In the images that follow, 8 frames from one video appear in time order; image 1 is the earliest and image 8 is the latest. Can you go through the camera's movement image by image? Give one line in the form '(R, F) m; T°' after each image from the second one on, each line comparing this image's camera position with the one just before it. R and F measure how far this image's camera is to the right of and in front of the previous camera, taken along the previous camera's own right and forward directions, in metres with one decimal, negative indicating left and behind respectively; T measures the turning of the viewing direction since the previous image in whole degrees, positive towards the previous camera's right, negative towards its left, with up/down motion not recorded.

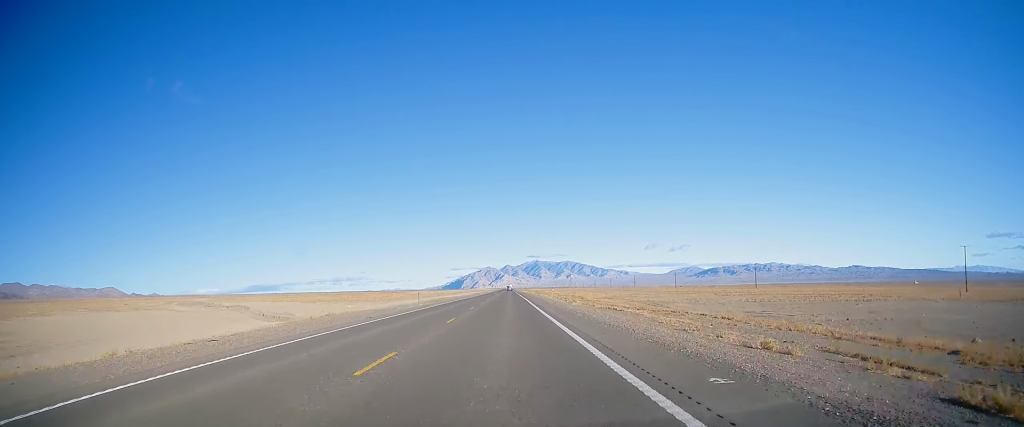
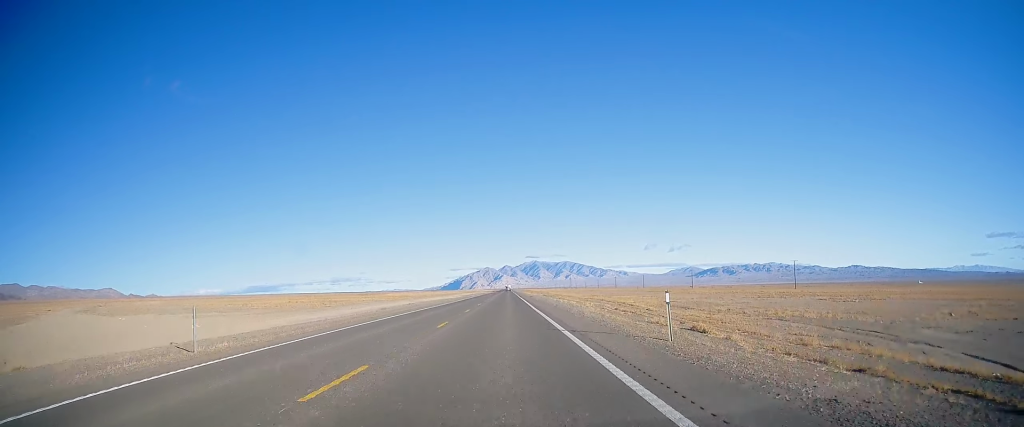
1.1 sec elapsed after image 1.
(+0.1, +38.1) m; 0°
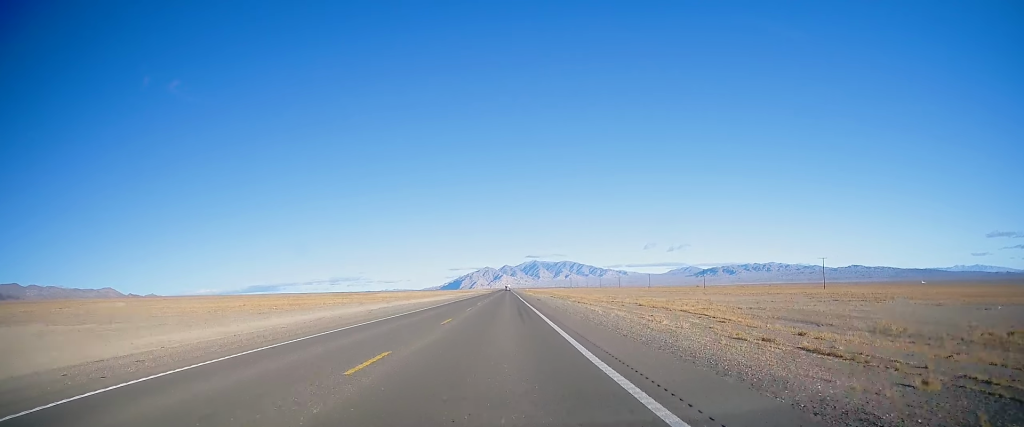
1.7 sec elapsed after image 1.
(+0.1, +22.0) m; -1°
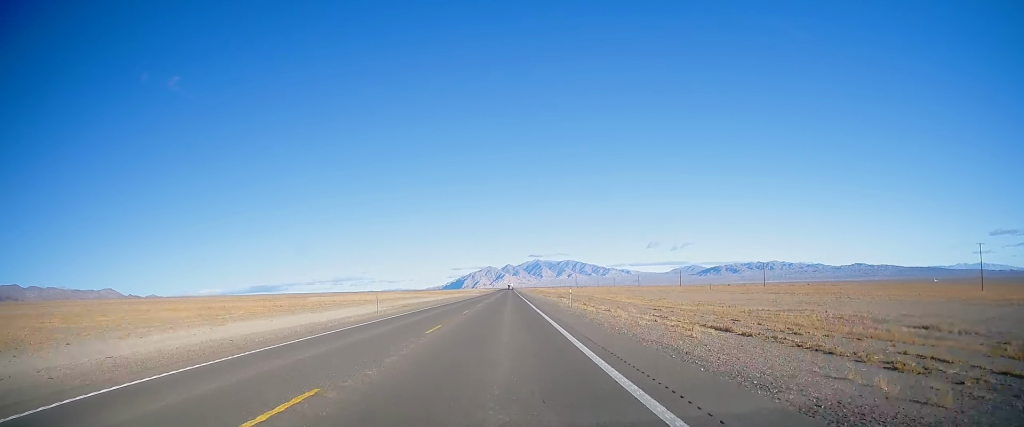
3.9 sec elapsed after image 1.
(+0.2, +76.7) m; +1°
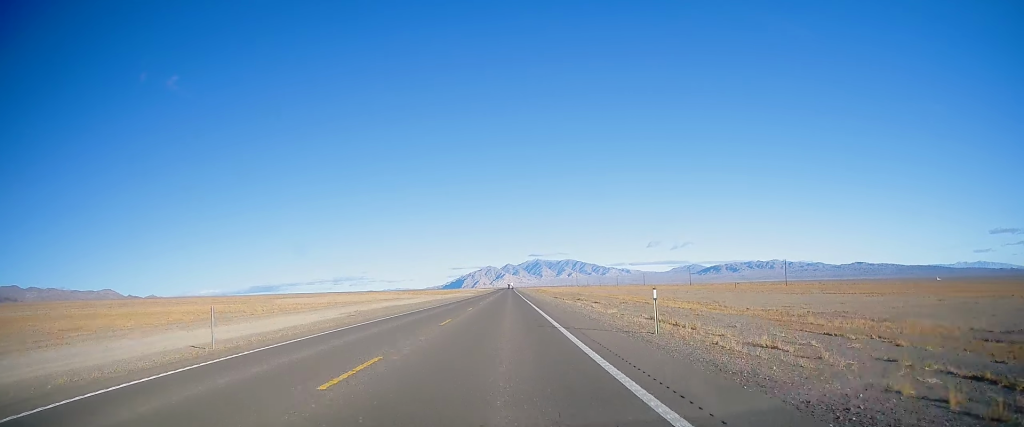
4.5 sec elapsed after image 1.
(+0.1, +21.0) m; 0°
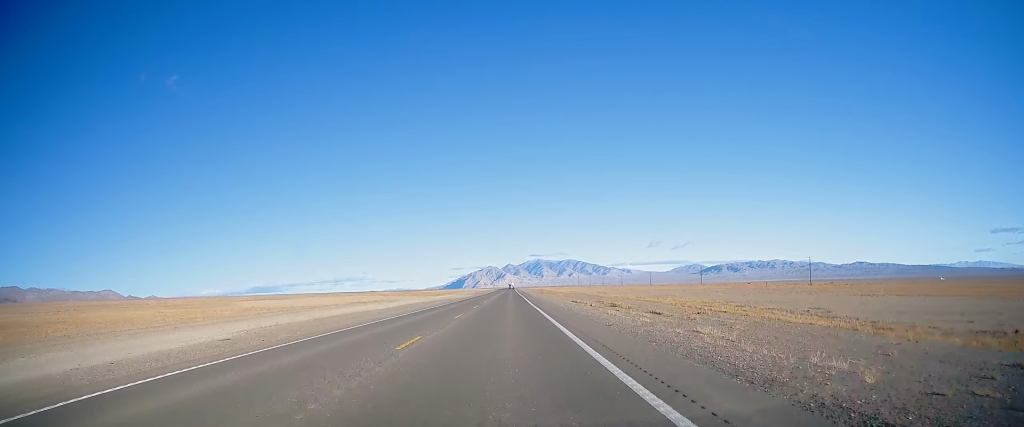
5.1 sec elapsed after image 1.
(-0.1, +19.9) m; 0°
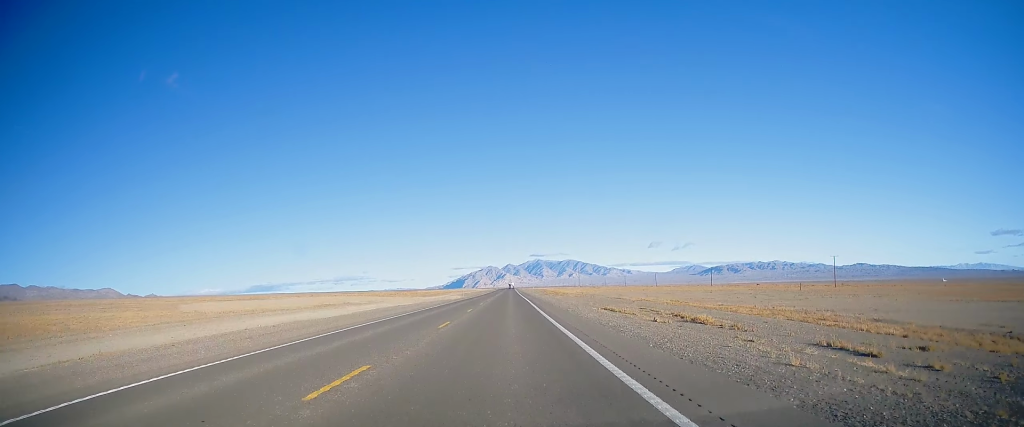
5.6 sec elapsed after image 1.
(-0.2, +17.6) m; 0°
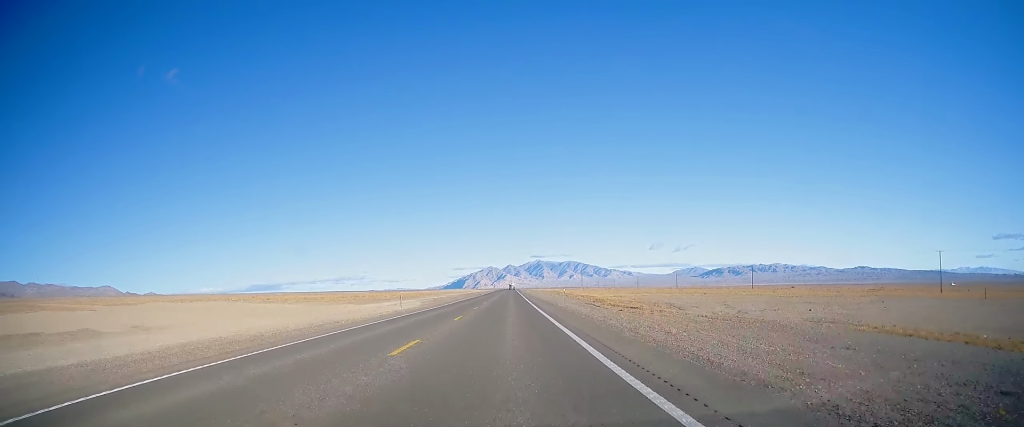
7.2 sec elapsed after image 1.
(0.0, +55.6) m; 0°
